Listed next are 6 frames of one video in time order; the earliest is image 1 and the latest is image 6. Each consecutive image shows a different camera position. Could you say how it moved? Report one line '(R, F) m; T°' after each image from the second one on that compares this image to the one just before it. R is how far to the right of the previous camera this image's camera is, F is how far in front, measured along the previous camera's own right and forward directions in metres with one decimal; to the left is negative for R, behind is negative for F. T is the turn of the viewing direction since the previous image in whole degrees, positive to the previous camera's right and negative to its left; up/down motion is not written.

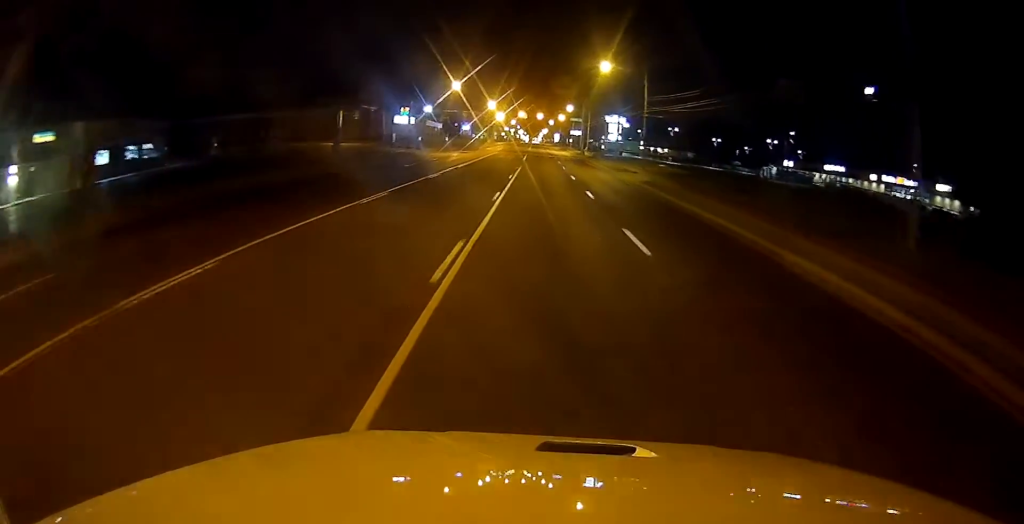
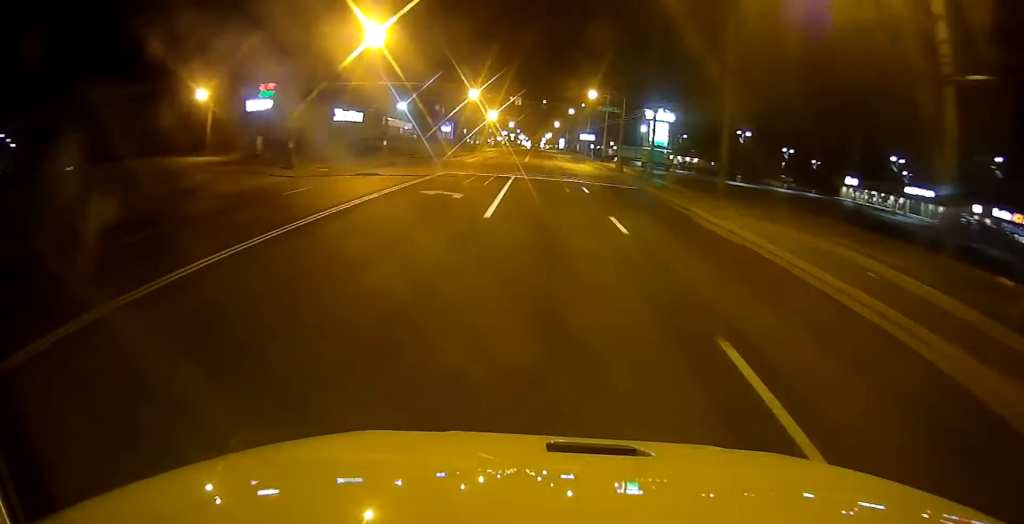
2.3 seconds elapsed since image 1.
(-0.3, +45.5) m; -2°
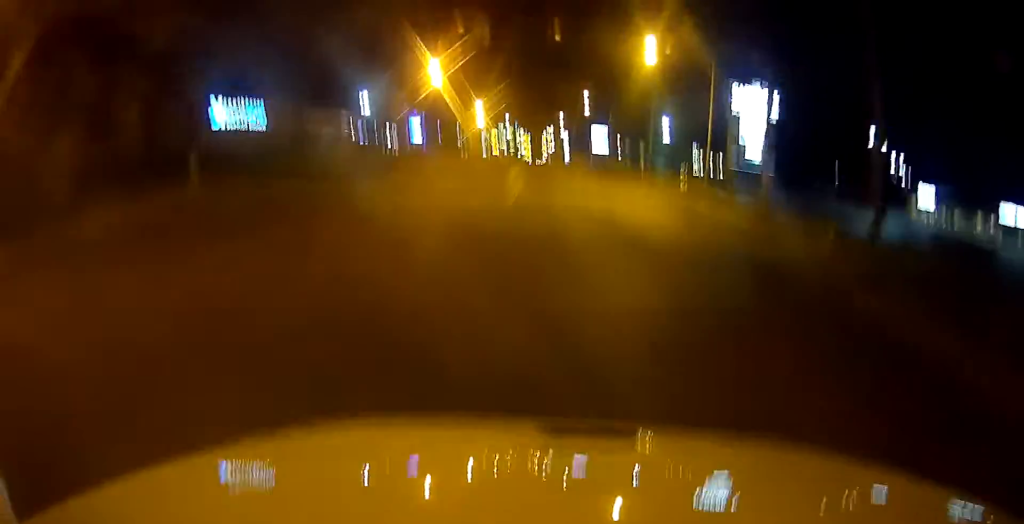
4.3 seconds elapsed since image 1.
(+1.1, +38.0) m; +2°
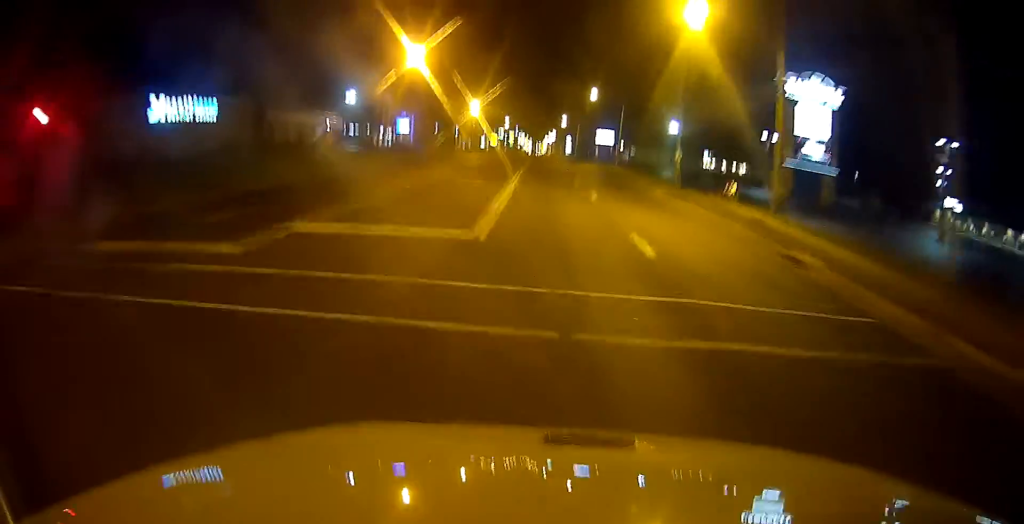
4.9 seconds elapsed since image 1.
(-0.2, +11.1) m; -1°
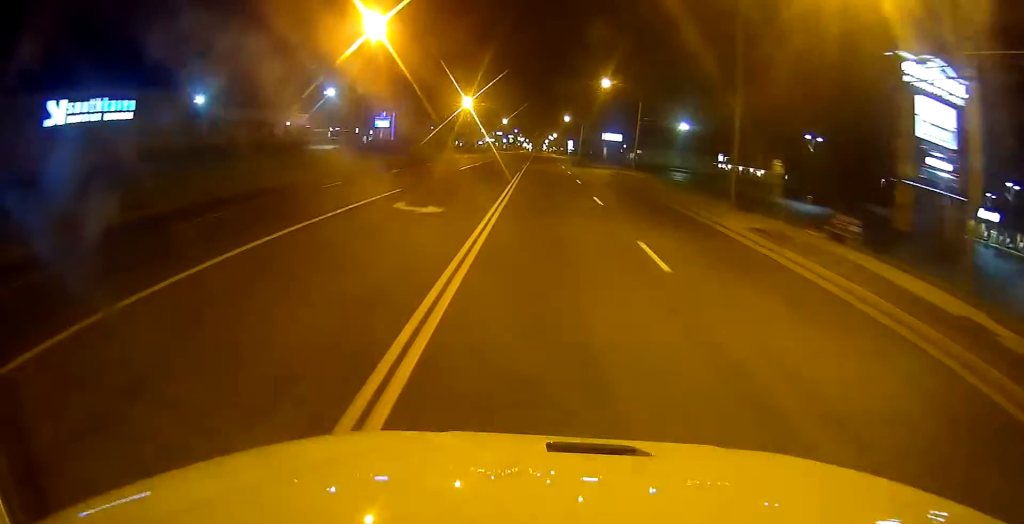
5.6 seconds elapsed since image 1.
(-0.3, +13.7) m; -1°
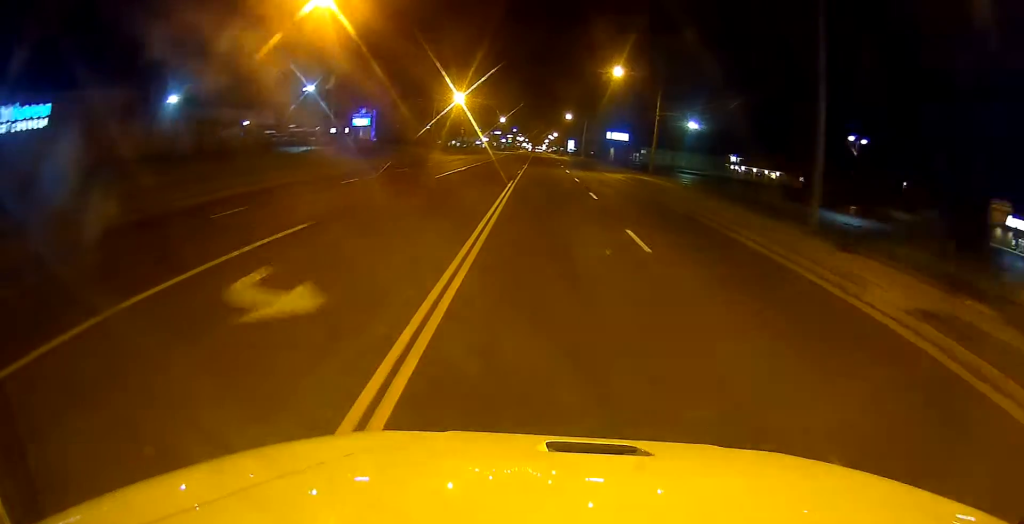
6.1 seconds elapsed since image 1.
(-0.1, +10.3) m; +1°
